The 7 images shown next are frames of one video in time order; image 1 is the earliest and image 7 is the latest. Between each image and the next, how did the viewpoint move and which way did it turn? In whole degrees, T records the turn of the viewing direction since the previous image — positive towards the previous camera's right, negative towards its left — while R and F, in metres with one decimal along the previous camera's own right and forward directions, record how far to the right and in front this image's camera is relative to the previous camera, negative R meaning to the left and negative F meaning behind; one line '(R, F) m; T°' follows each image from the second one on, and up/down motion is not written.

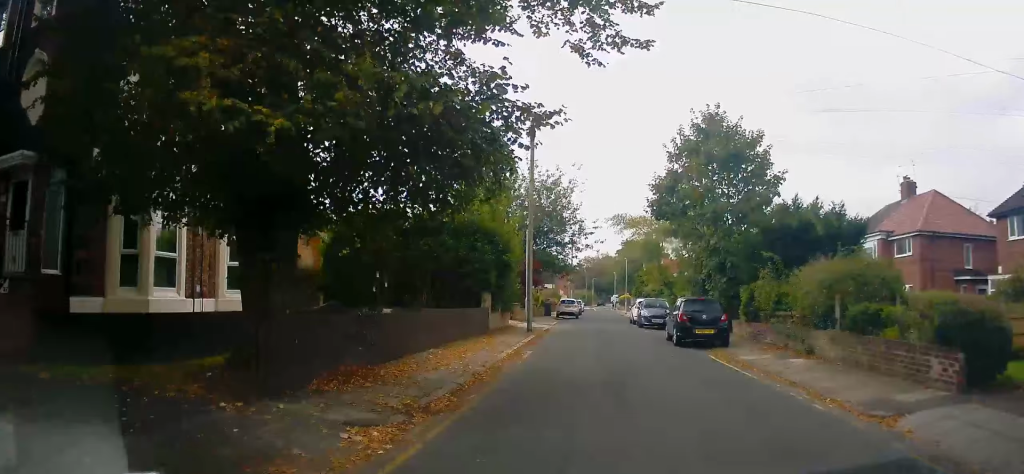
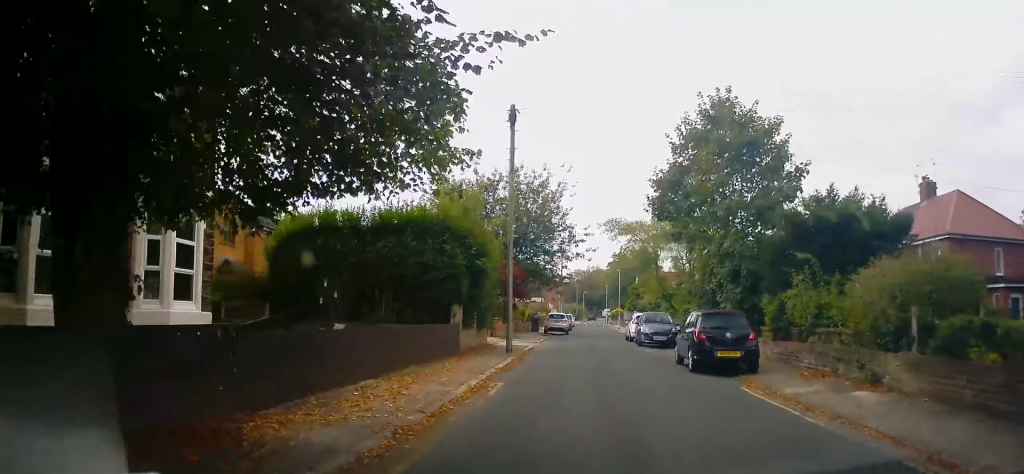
(-0.2, +4.0) m; +2°
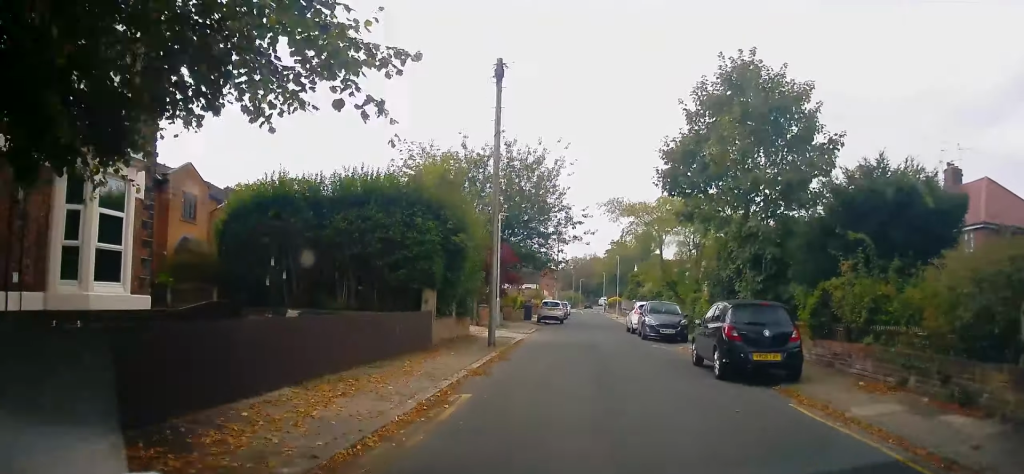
(+0.3, +3.1) m; -1°
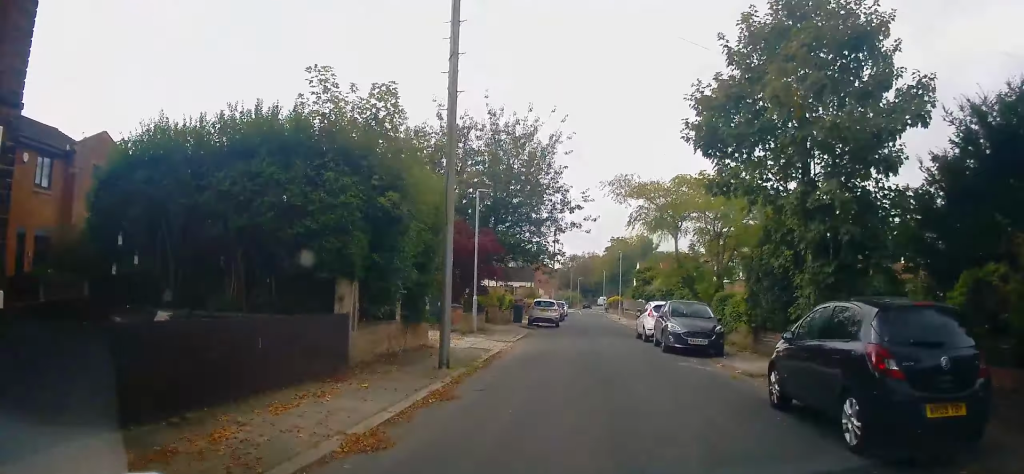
(+0.2, +5.6) m; -2°
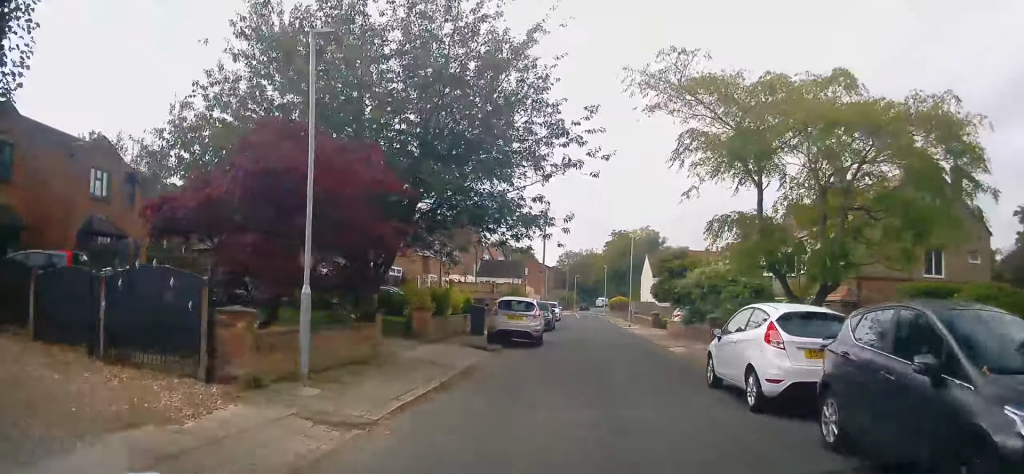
(-0.4, +13.5) m; +2°
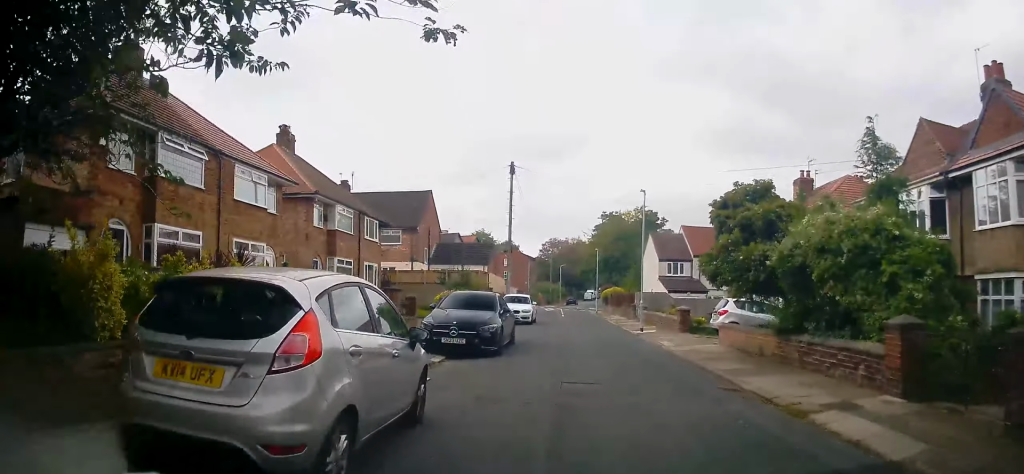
(+0.9, +15.3) m; +2°
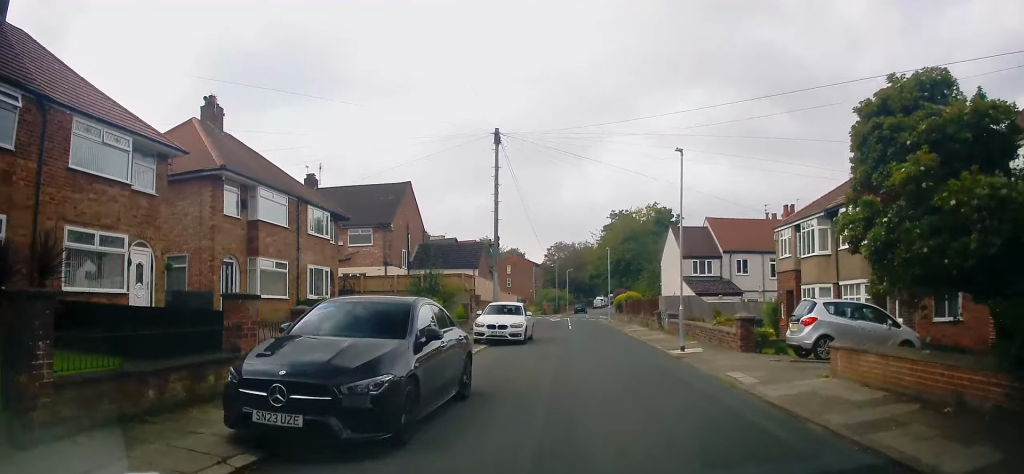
(-0.4, +8.1) m; -1°
